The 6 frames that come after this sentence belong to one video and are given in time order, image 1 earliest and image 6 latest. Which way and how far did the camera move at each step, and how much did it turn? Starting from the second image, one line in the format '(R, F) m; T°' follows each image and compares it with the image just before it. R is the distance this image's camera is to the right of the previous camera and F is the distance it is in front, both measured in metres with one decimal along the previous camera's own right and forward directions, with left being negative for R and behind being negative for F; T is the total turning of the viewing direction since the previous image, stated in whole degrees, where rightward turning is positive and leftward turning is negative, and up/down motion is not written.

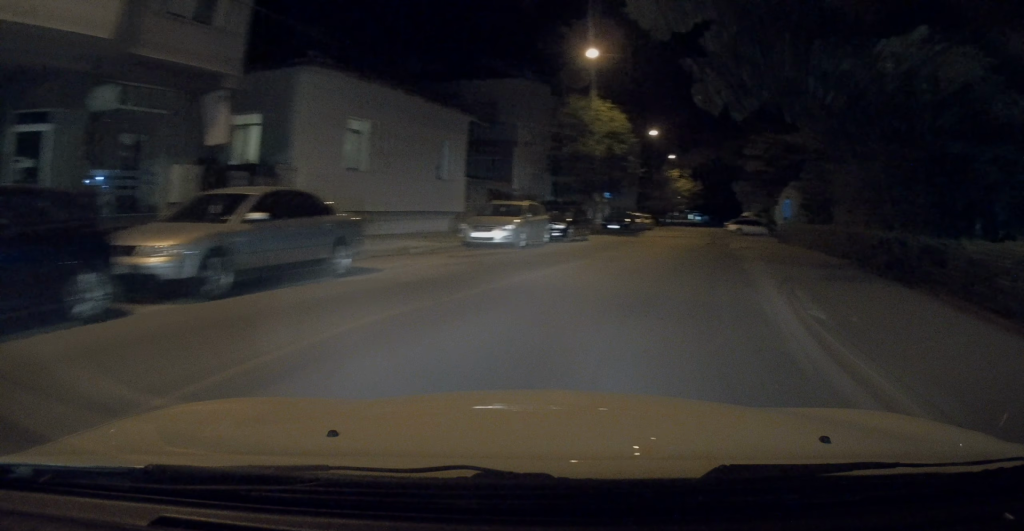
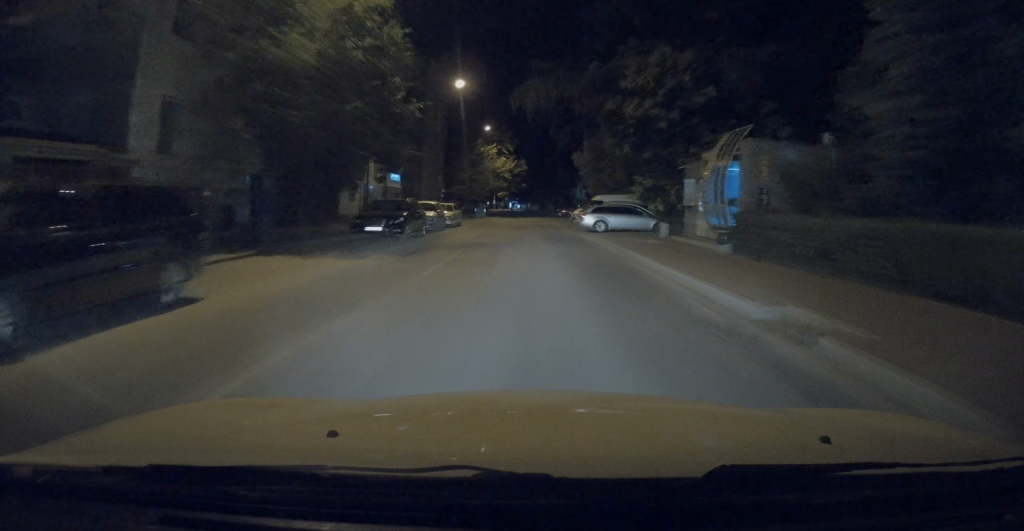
(+2.8, +19.3) m; +14°
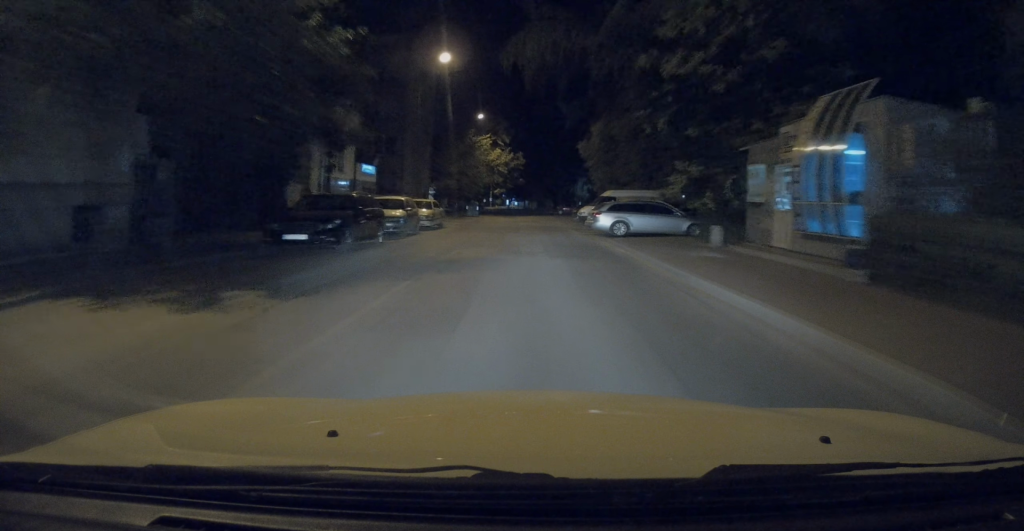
(+0.3, +6.9) m; +3°
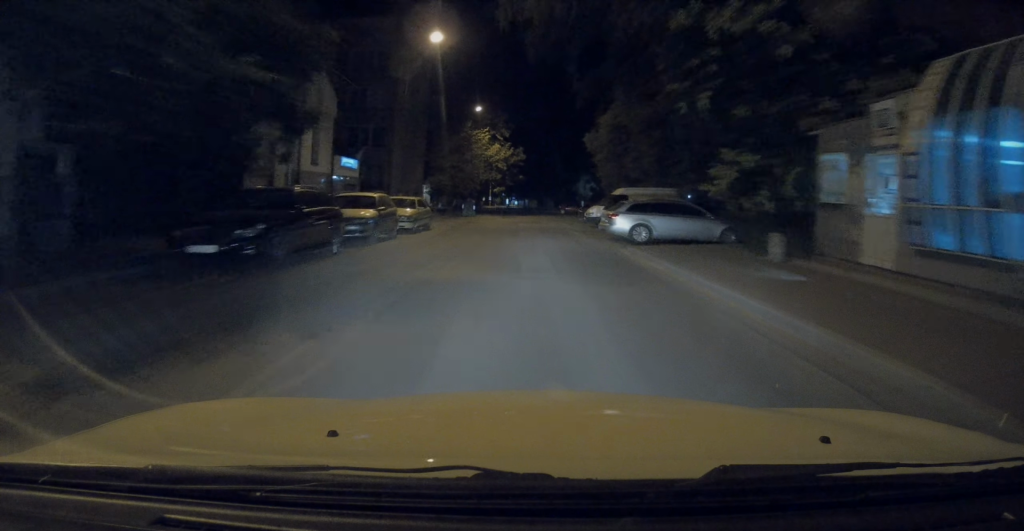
(0.0, +4.1) m; 0°
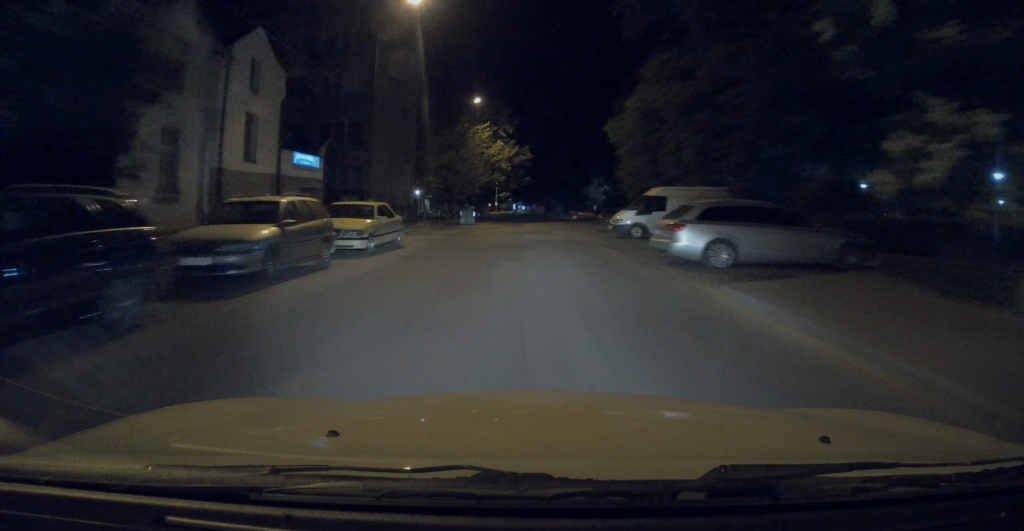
(0.0, +7.2) m; -1°
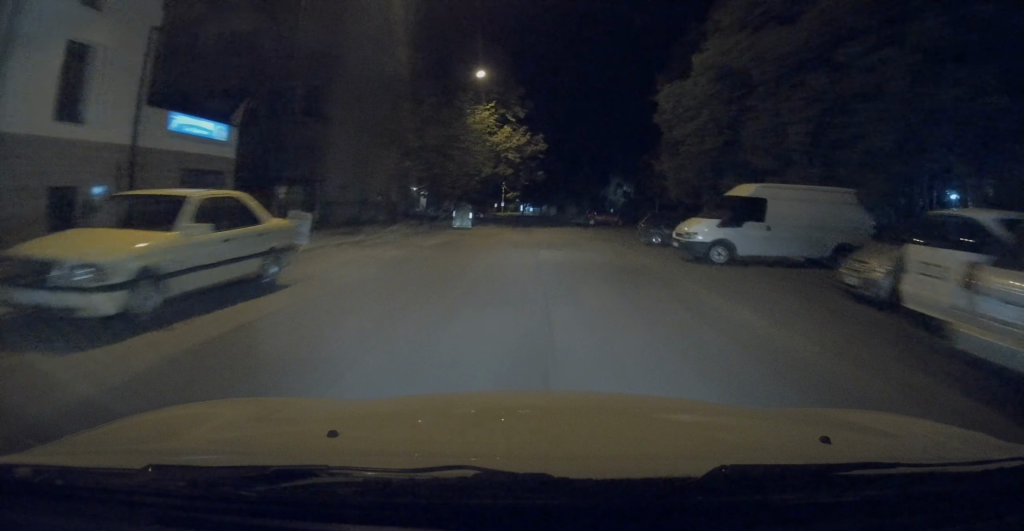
(-0.2, +9.4) m; -2°
